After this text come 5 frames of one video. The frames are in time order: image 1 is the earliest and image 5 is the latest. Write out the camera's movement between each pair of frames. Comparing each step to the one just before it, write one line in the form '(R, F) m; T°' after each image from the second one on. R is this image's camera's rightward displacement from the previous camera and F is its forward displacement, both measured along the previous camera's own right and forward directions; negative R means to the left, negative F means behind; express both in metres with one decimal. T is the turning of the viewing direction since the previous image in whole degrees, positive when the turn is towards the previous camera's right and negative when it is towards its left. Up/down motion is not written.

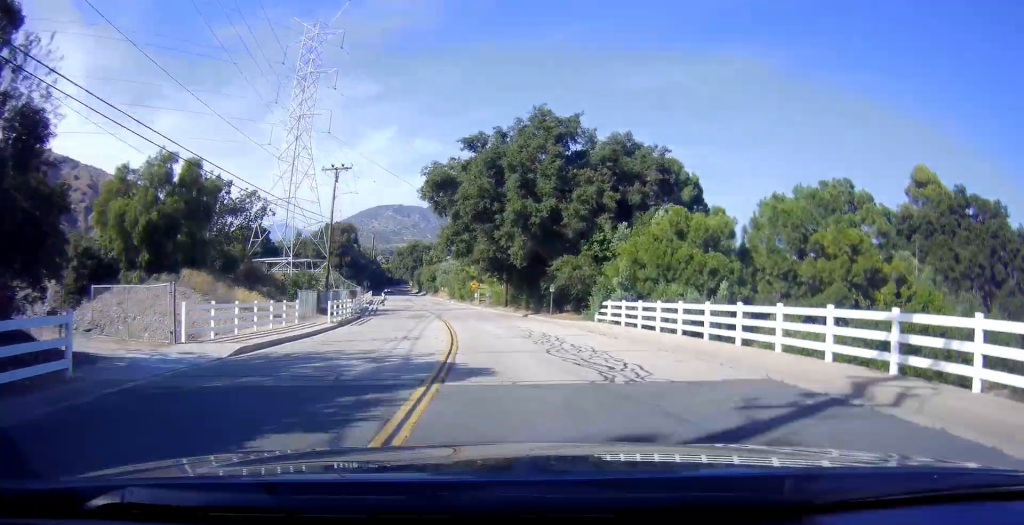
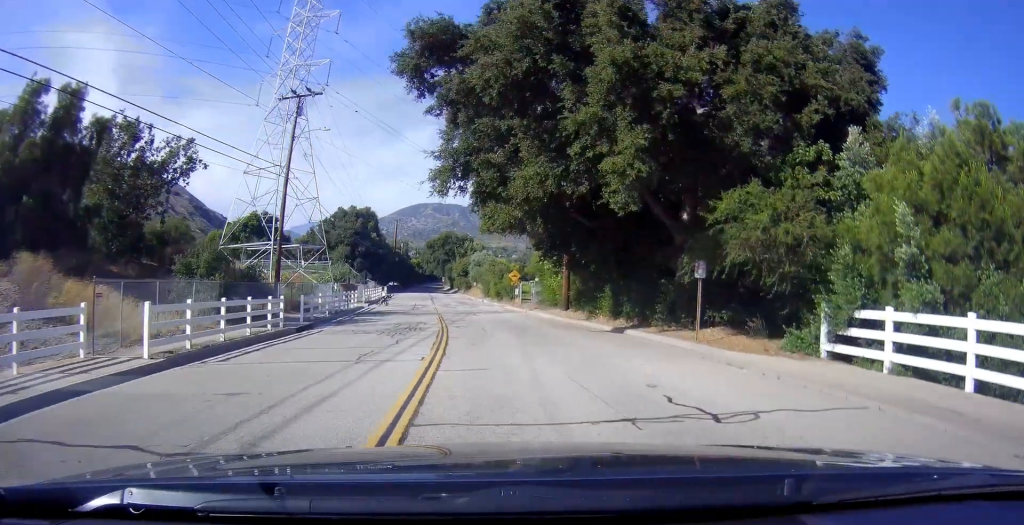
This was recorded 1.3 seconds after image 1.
(-1.0, +21.2) m; -5°
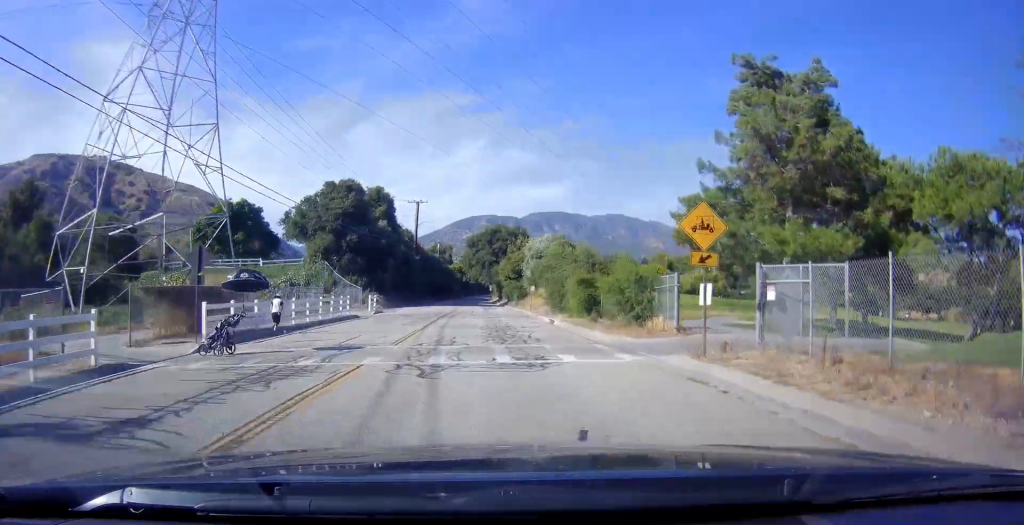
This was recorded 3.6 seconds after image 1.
(-1.7, +38.6) m; -5°
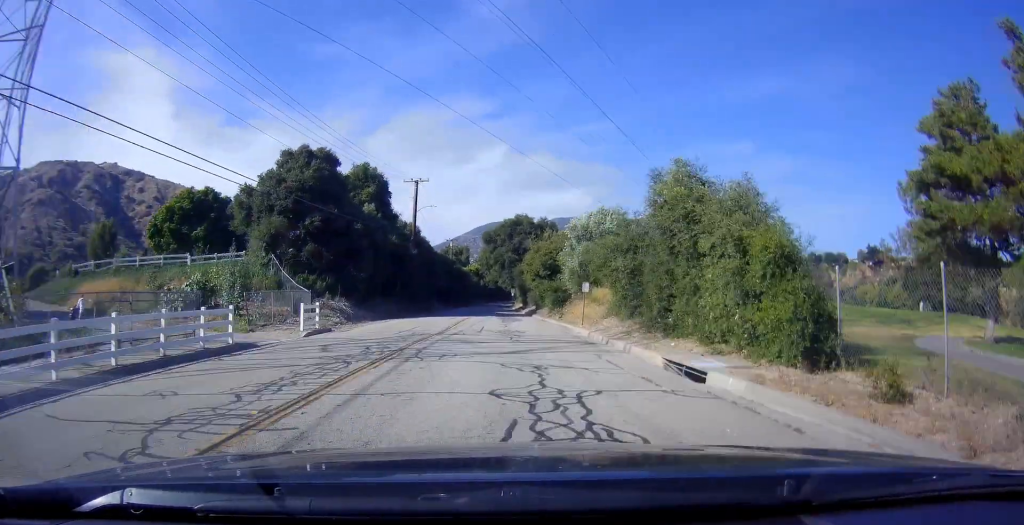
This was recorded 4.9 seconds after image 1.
(-0.8, +20.3) m; -3°
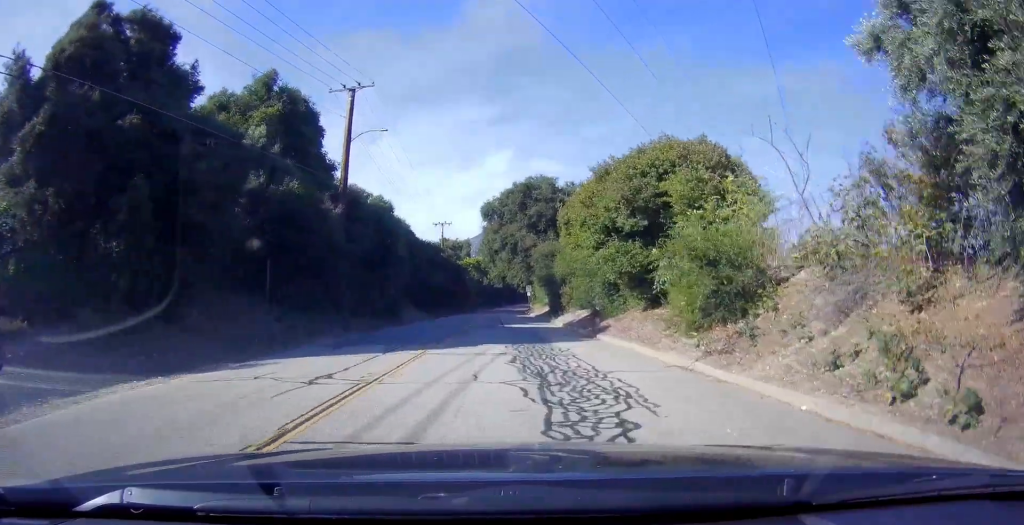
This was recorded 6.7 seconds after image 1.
(-0.4, +28.2) m; +1°
